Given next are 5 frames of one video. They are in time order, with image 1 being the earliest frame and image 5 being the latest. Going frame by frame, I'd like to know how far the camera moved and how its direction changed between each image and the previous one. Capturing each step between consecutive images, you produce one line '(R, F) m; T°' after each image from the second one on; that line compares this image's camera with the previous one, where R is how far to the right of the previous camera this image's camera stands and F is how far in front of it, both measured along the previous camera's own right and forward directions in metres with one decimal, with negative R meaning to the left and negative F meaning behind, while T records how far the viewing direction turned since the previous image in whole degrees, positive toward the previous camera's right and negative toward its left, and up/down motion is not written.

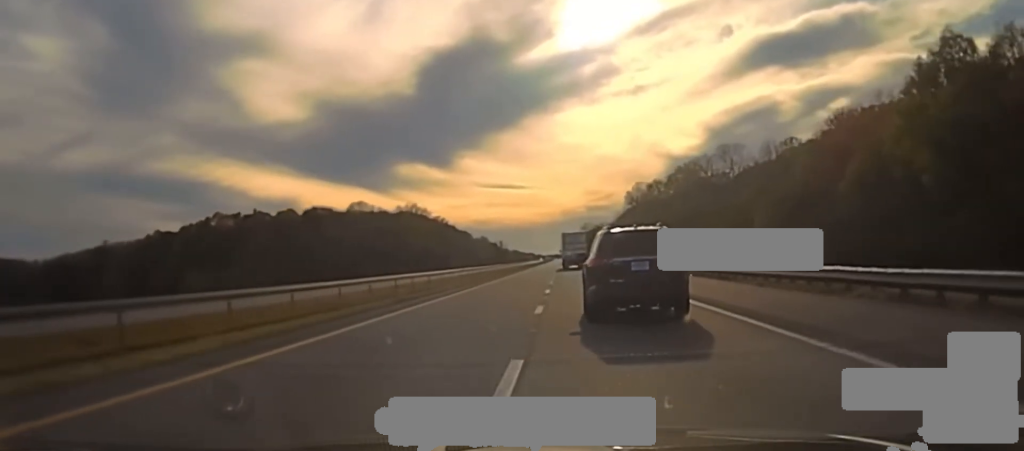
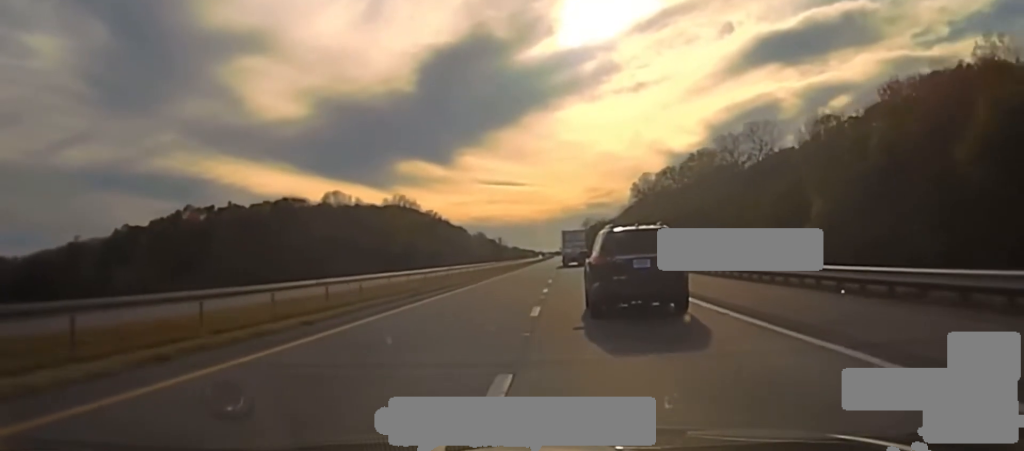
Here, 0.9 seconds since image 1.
(+0.3, +25.6) m; +1°
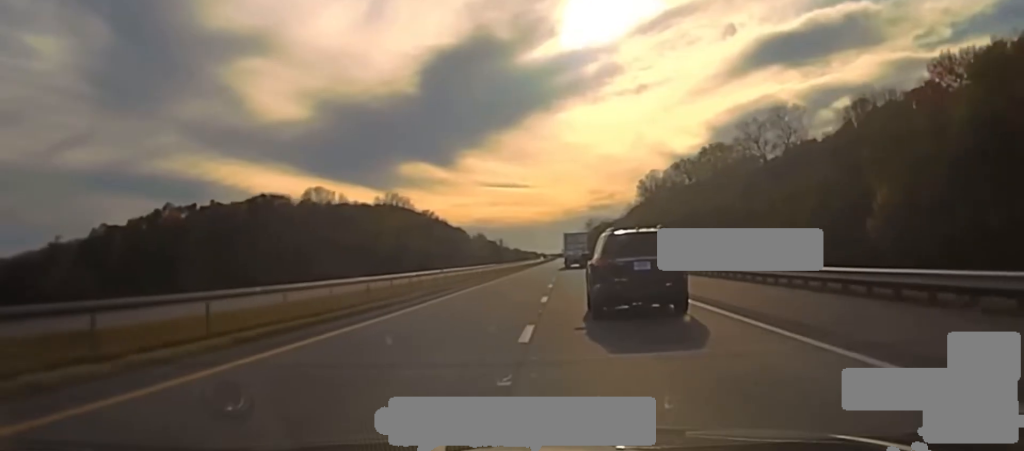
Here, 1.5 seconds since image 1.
(0.0, +17.7) m; 0°
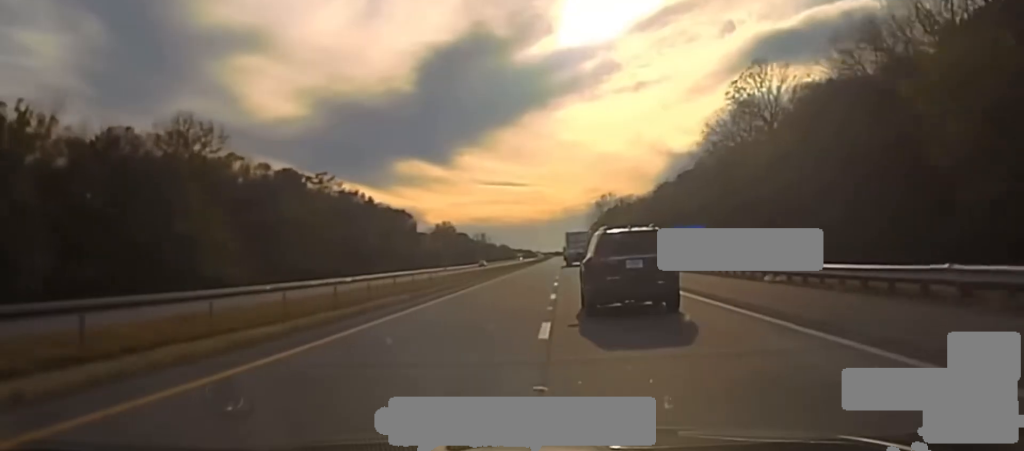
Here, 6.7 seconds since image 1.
(-3.0, +161.1) m; 0°
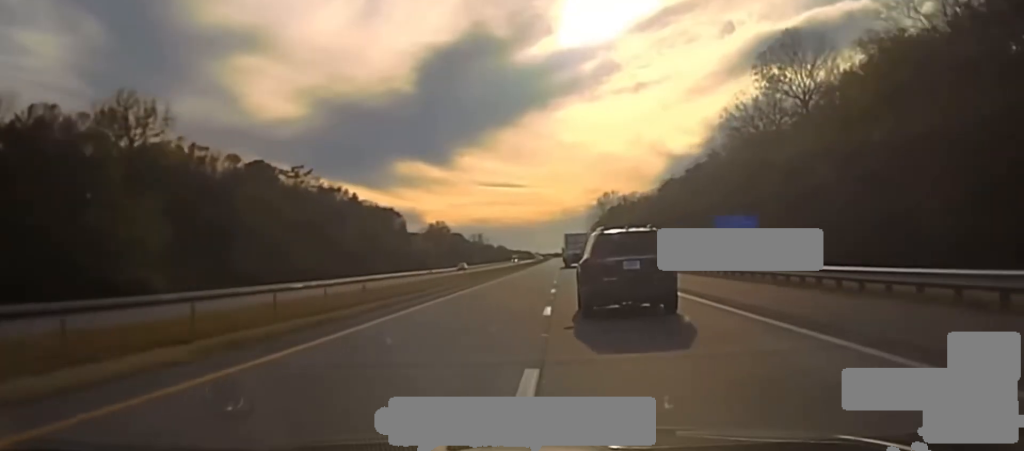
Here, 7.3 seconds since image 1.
(+0.3, +18.6) m; -2°
